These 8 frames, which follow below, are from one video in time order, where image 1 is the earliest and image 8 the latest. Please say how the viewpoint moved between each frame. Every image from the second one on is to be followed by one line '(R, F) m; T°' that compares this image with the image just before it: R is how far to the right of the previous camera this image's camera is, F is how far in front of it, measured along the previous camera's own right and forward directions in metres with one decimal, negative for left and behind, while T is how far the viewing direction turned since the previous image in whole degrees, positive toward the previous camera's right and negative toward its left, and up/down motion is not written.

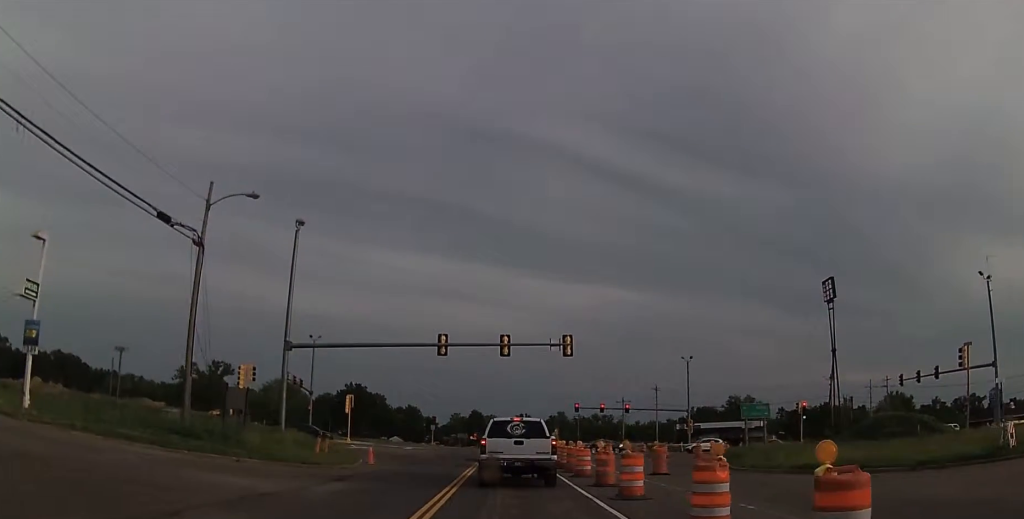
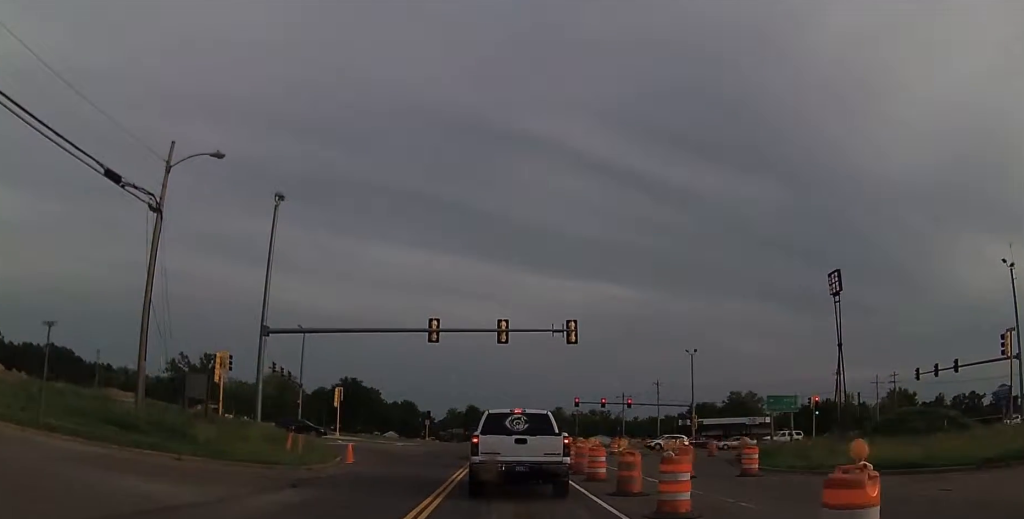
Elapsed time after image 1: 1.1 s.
(0.0, +3.8) m; 0°
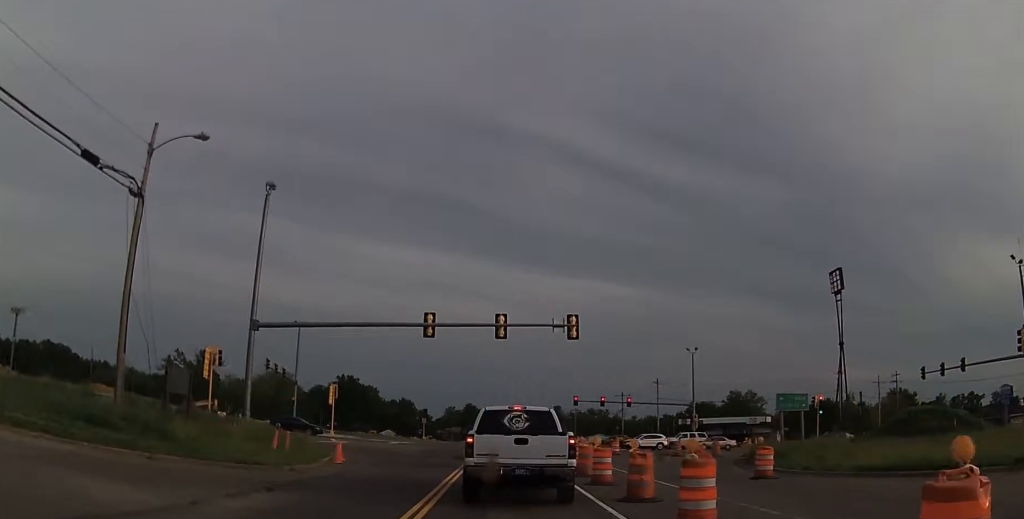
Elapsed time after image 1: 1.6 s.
(0.0, +1.5) m; 0°
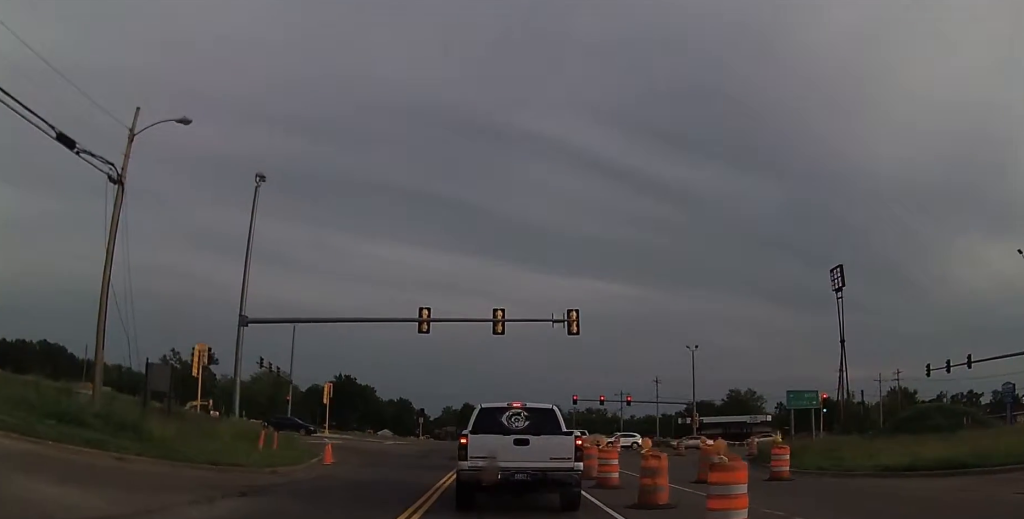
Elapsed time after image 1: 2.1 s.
(0.0, +1.5) m; 0°
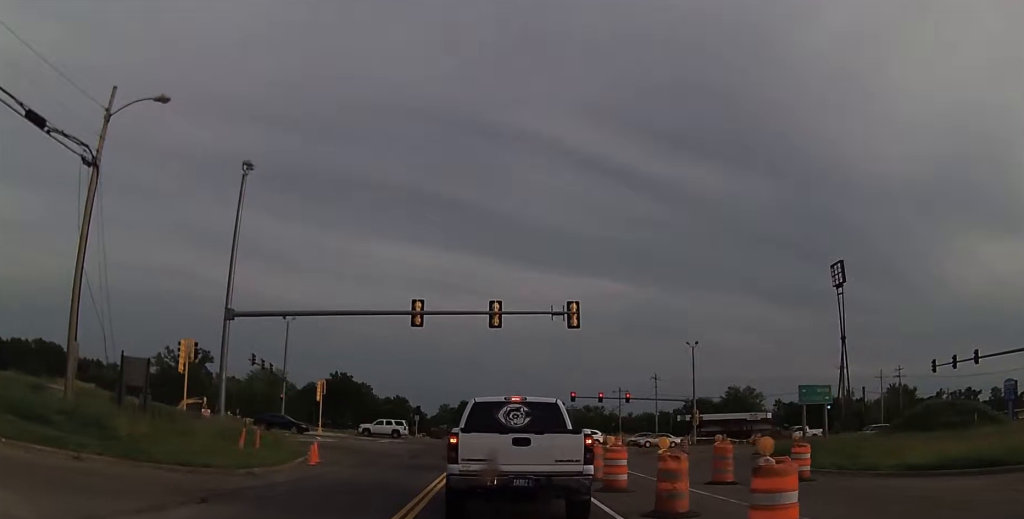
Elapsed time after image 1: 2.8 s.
(0.0, +1.8) m; 0°
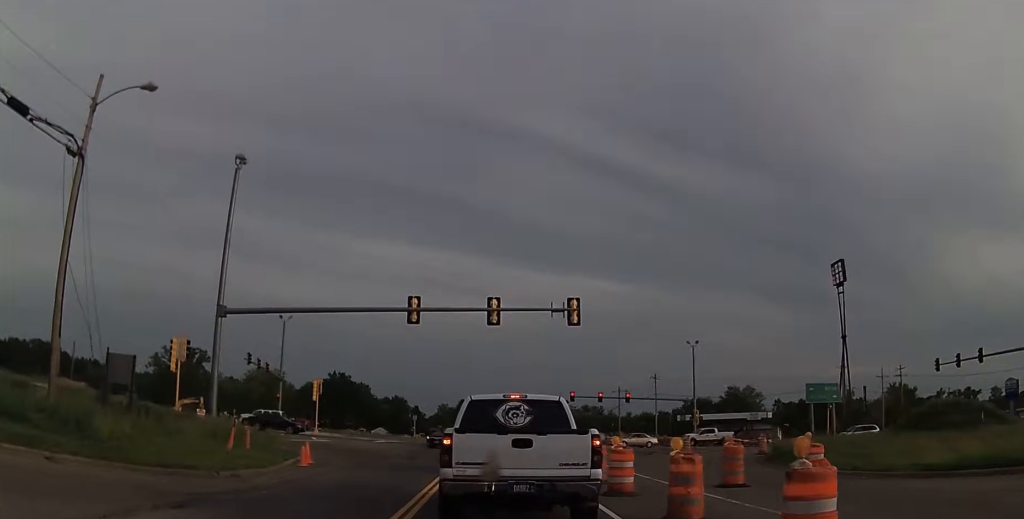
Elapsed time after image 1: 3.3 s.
(0.0, +1.0) m; 0°
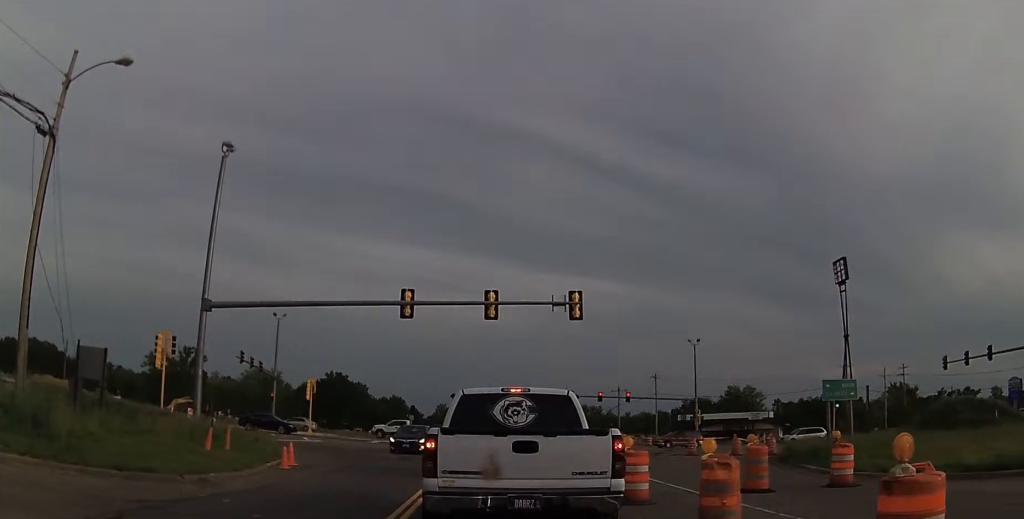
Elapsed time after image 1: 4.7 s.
(0.0, +1.8) m; 0°
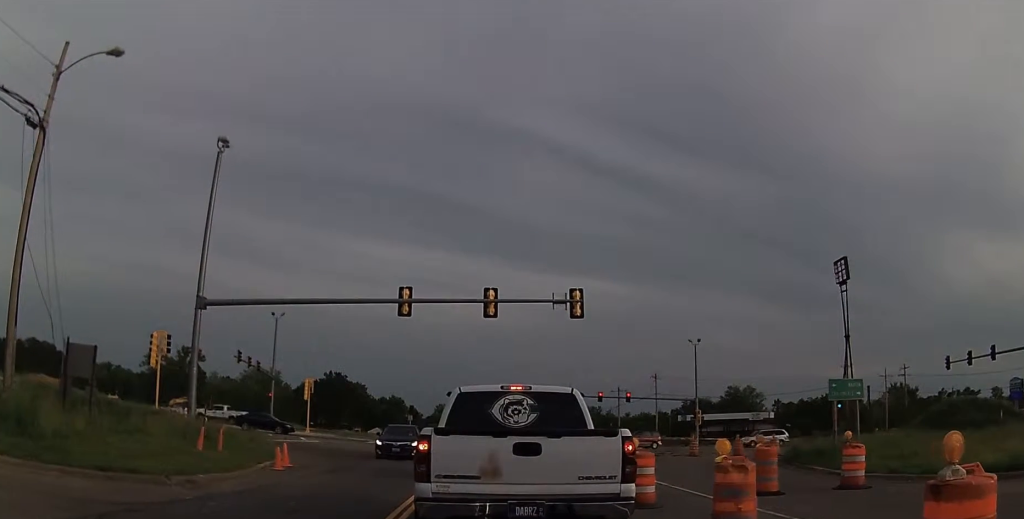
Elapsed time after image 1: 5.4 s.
(0.0, +0.6) m; 0°
